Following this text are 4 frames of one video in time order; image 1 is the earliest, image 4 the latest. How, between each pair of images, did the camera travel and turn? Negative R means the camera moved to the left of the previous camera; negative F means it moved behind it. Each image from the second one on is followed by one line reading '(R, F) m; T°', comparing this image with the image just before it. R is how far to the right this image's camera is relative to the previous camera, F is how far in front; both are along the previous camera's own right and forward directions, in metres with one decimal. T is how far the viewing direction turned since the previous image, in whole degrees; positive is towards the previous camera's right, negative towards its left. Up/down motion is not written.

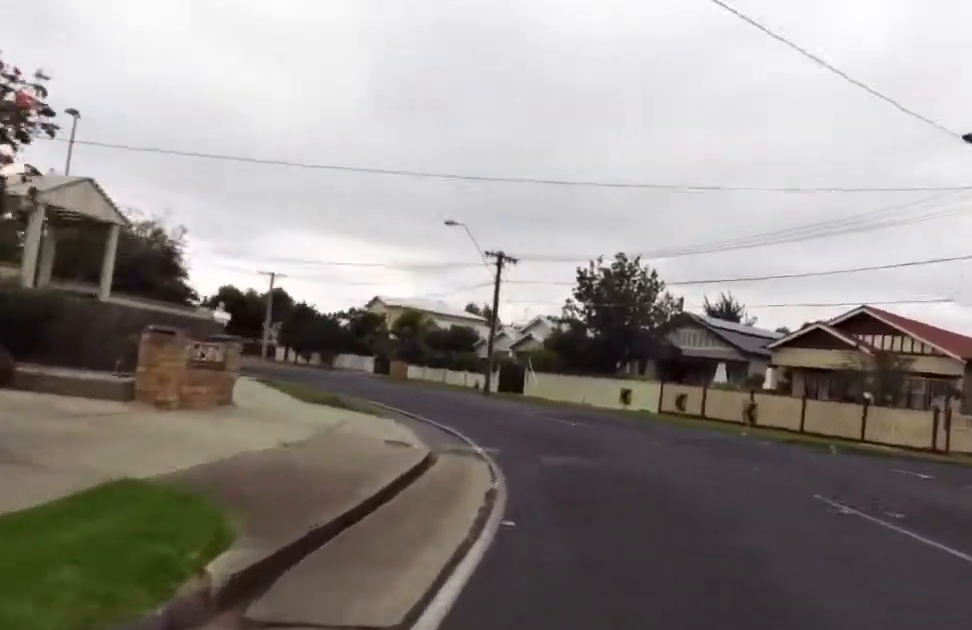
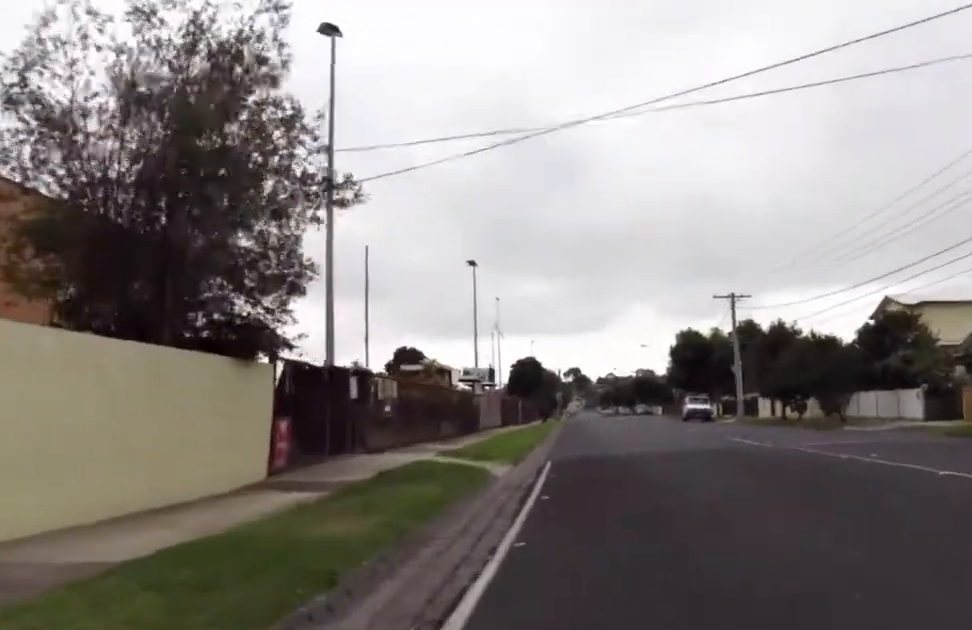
(-14.3, +29.1) m; -42°
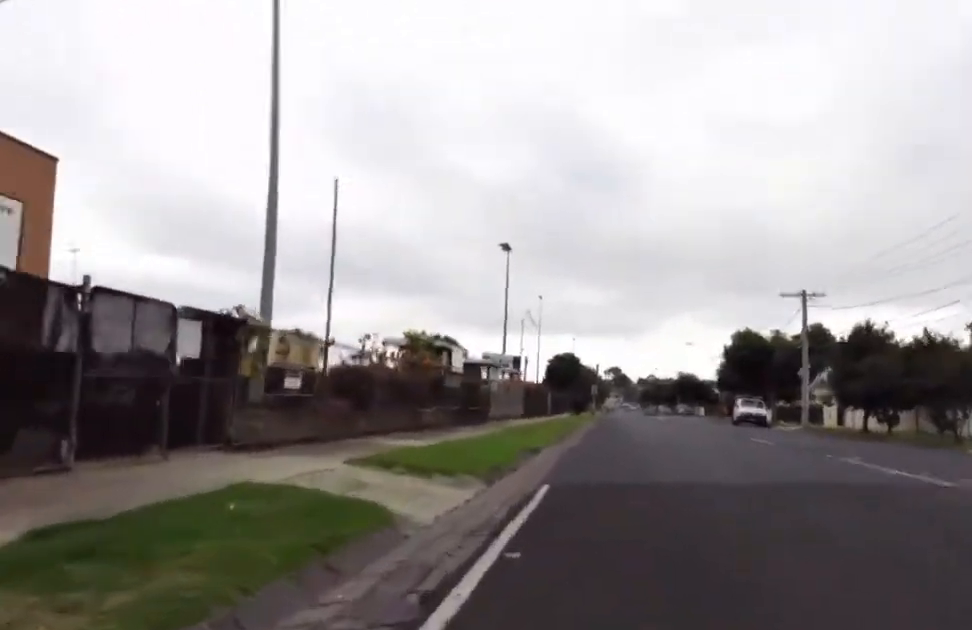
(+0.2, +7.9) m; +6°
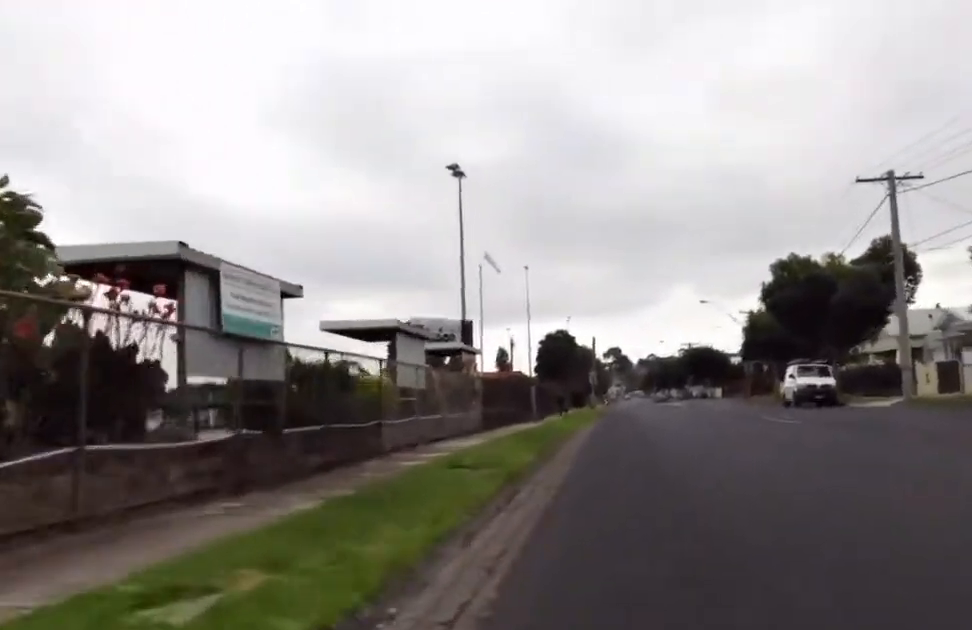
(-0.4, +14.9) m; -8°
